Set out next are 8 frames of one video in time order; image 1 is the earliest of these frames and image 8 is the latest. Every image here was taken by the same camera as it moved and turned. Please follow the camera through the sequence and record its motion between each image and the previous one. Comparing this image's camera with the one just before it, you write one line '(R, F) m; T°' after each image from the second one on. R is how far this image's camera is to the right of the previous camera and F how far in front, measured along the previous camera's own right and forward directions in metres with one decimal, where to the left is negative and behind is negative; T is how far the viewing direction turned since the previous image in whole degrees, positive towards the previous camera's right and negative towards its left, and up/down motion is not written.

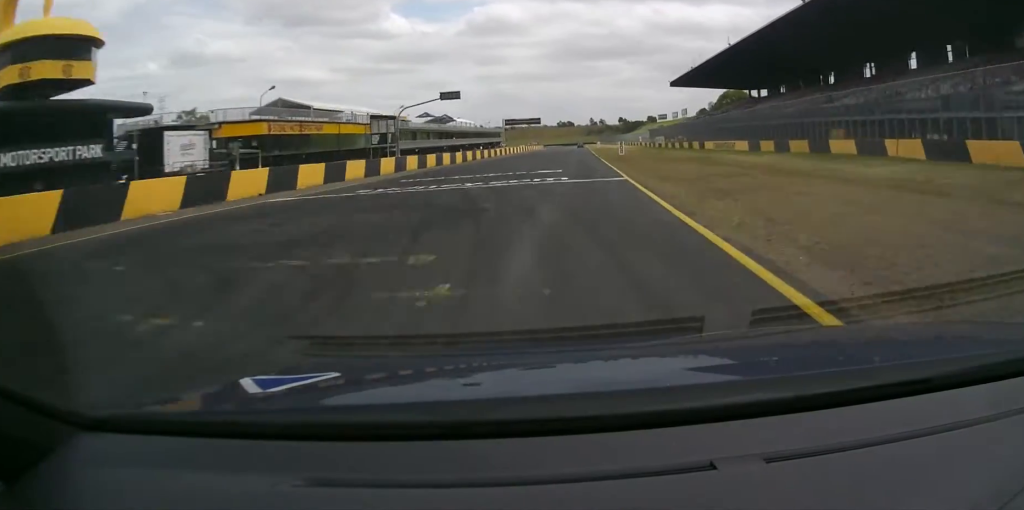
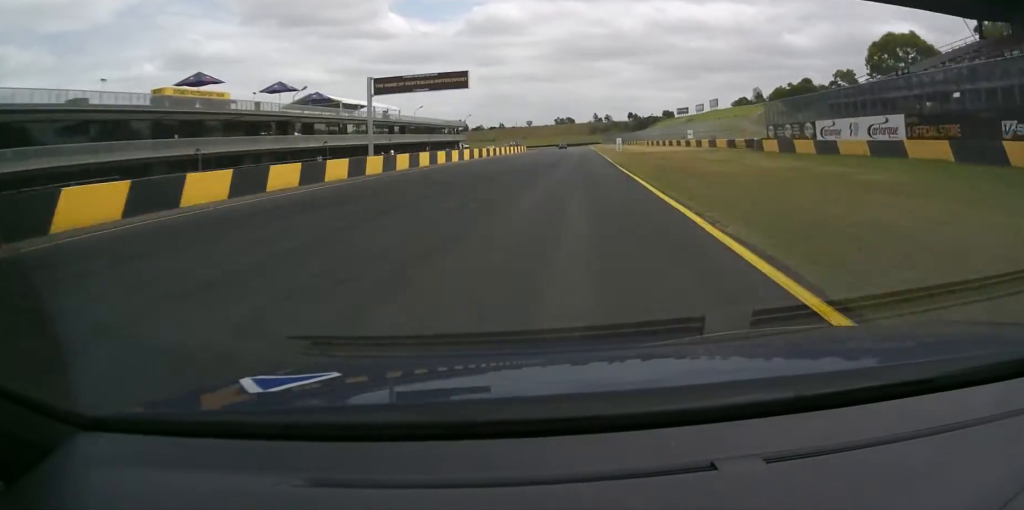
(-0.2, +94.8) m; 0°
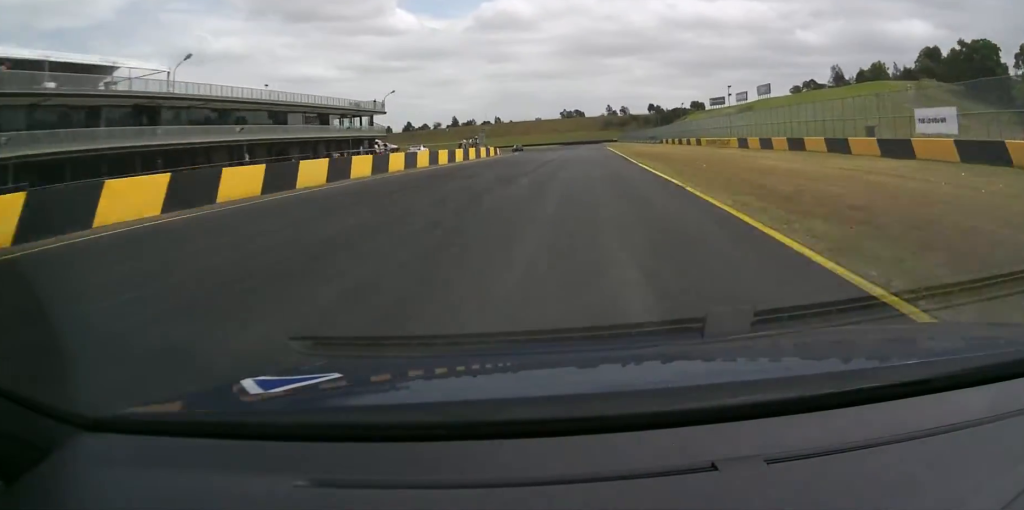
(-0.2, +77.1) m; -1°
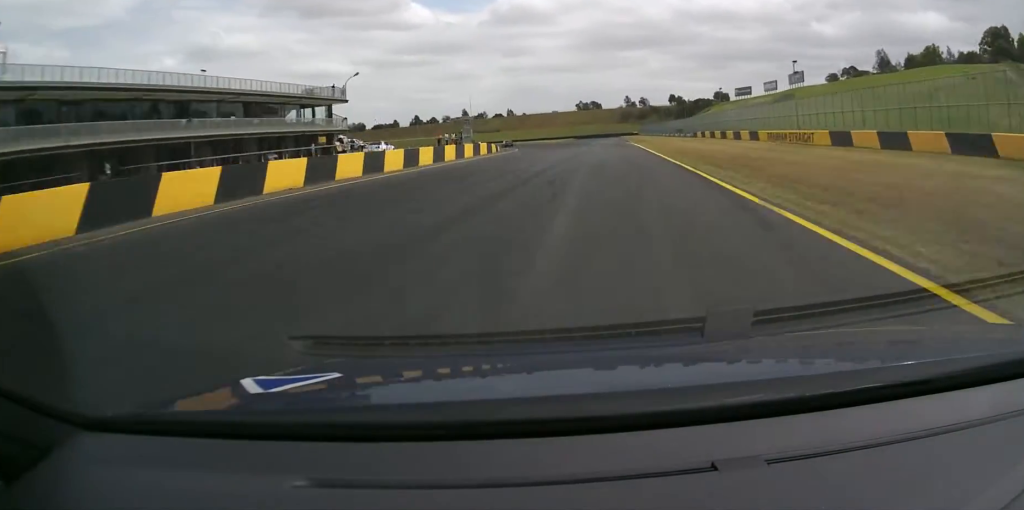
(-0.3, +21.4) m; -1°
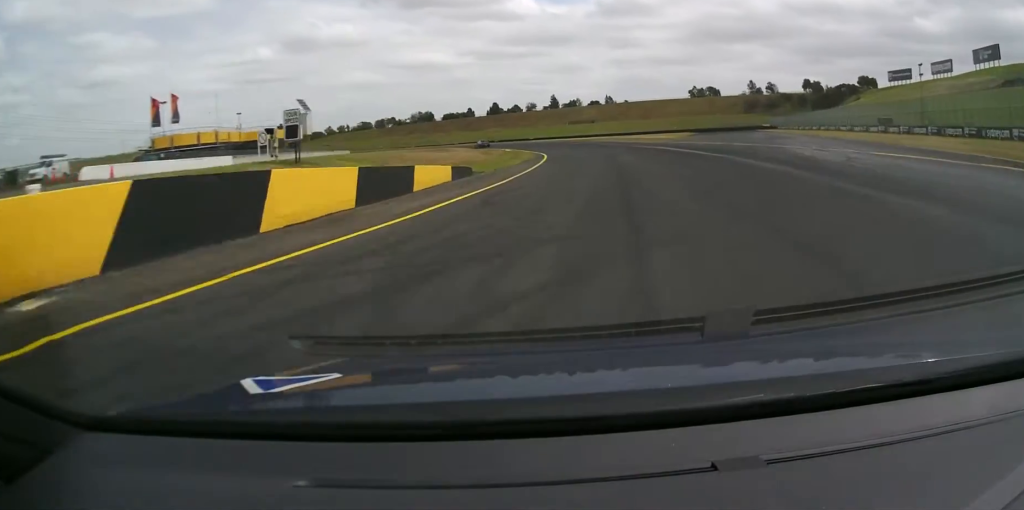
(-2.7, +73.0) m; -6°
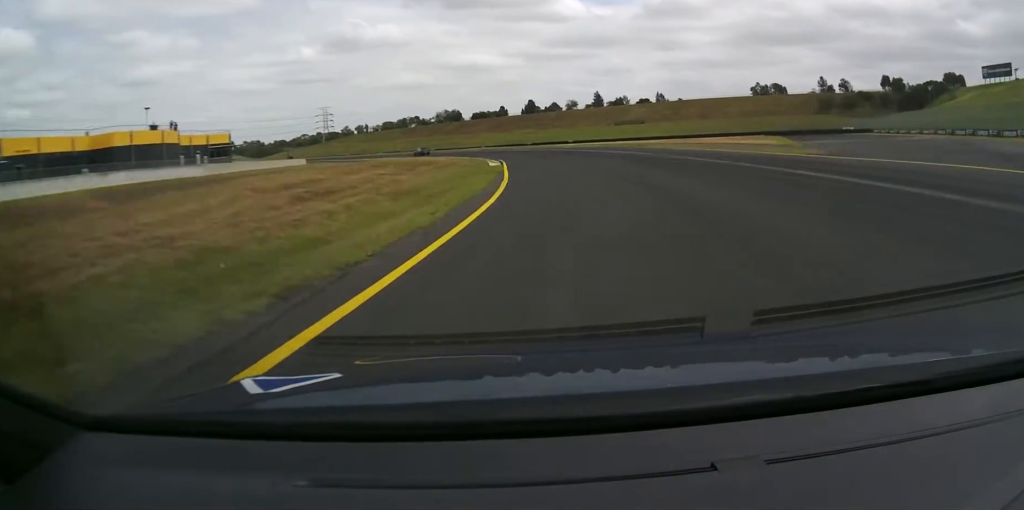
(-1.6, +41.2) m; -7°
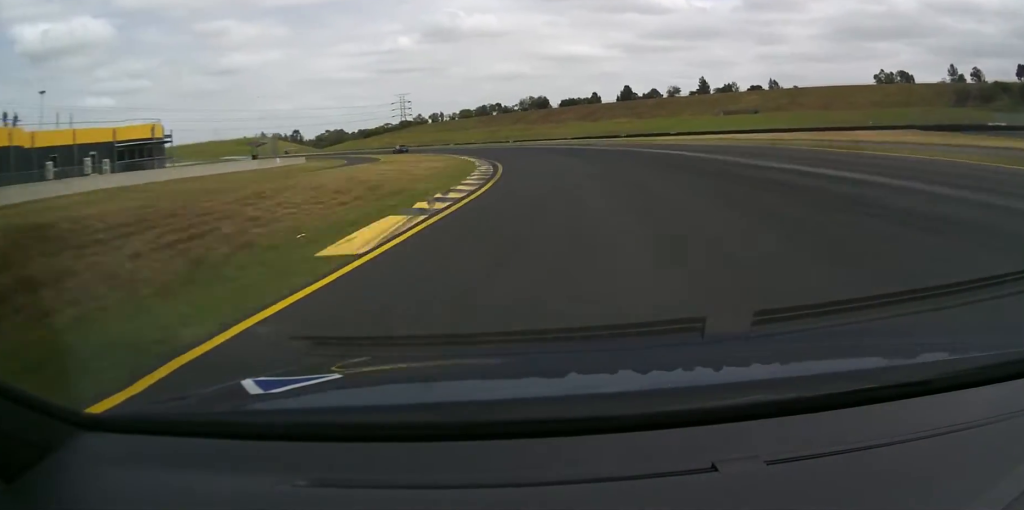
(-3.3, +36.8) m; -9°
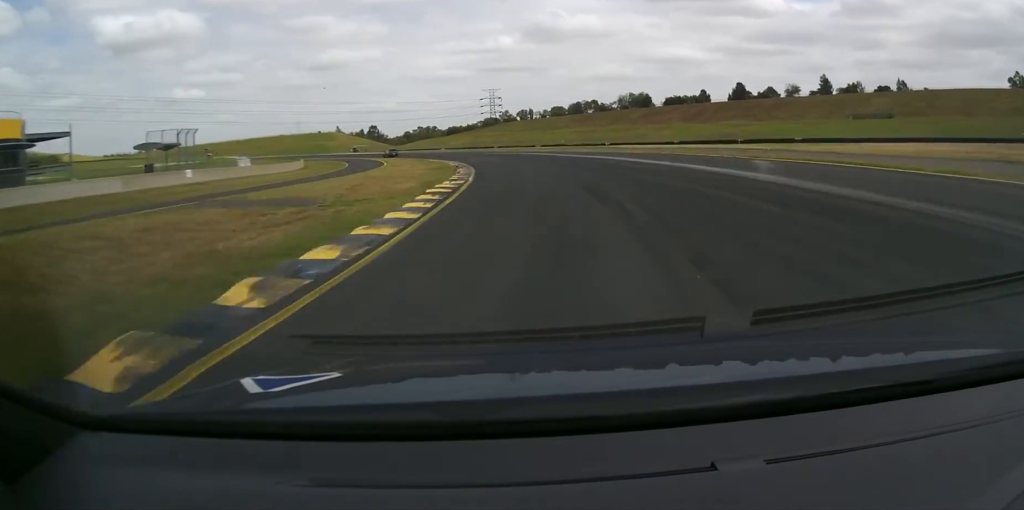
(-3.1, +33.3) m; -11°
